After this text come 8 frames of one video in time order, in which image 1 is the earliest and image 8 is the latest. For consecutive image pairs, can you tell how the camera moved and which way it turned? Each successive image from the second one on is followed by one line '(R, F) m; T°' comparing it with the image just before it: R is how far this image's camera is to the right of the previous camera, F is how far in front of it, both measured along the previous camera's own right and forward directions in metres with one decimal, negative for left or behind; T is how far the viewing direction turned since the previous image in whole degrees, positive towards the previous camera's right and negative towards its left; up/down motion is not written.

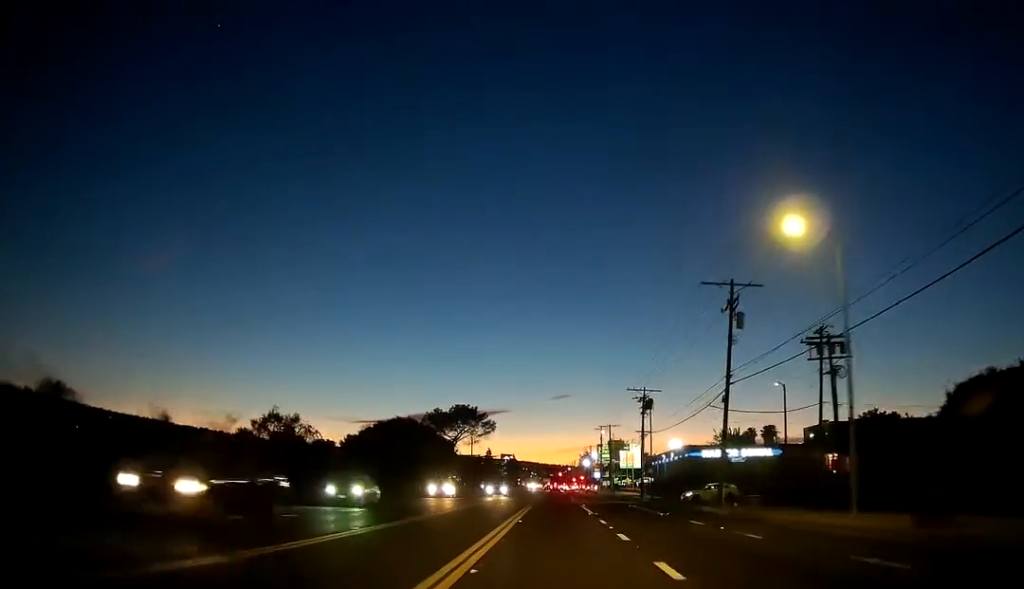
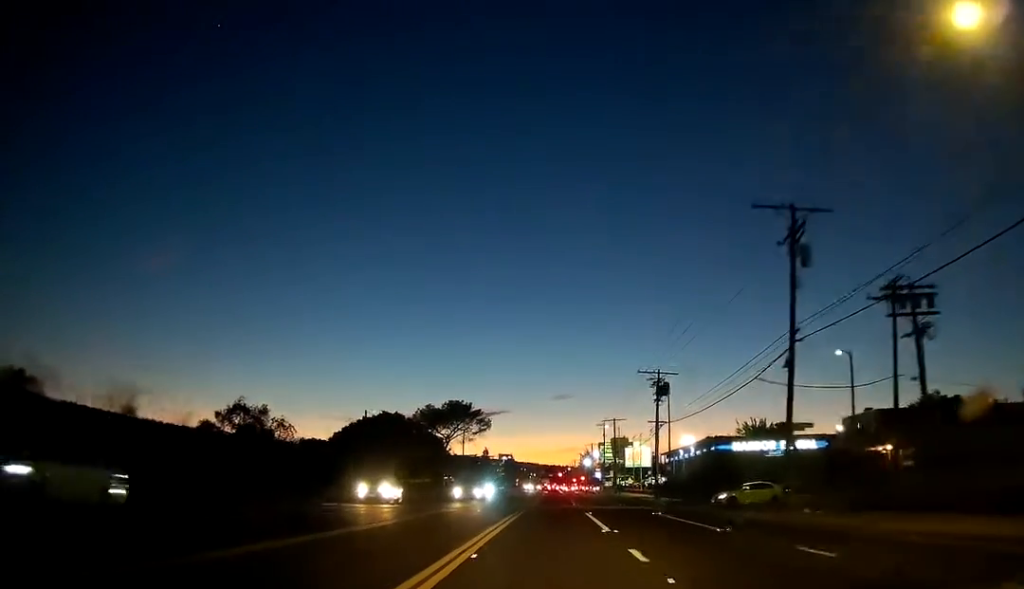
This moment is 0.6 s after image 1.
(0.0, +13.1) m; 0°
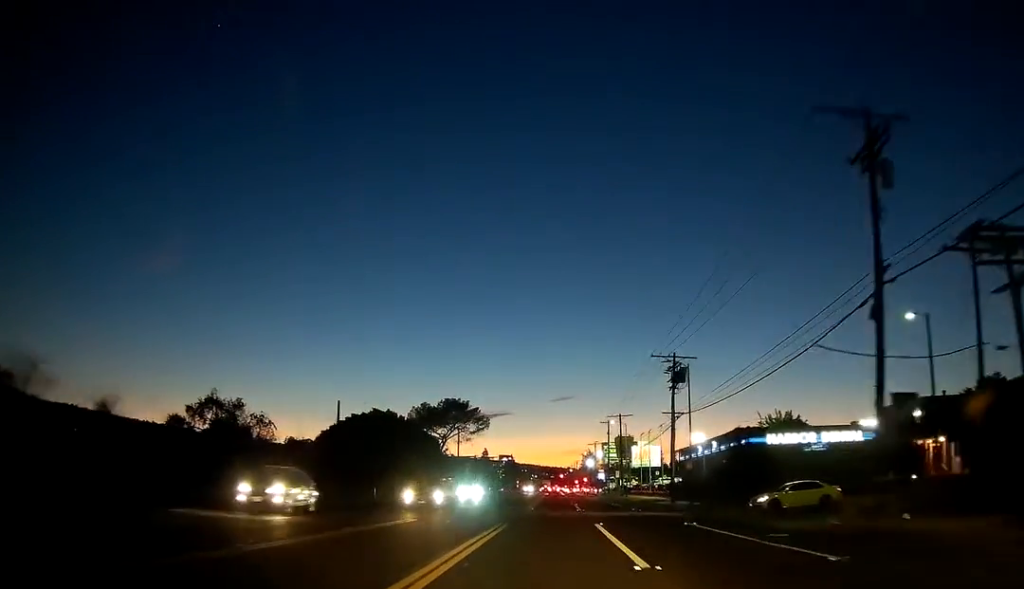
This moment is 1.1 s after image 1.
(0.0, +8.9) m; 0°
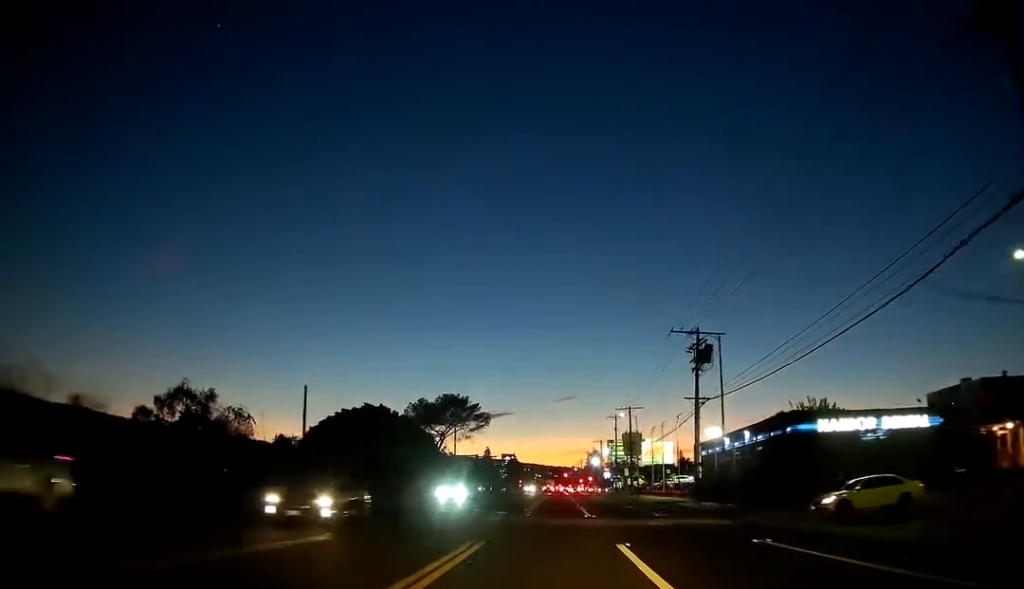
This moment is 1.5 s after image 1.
(0.0, +9.6) m; 0°
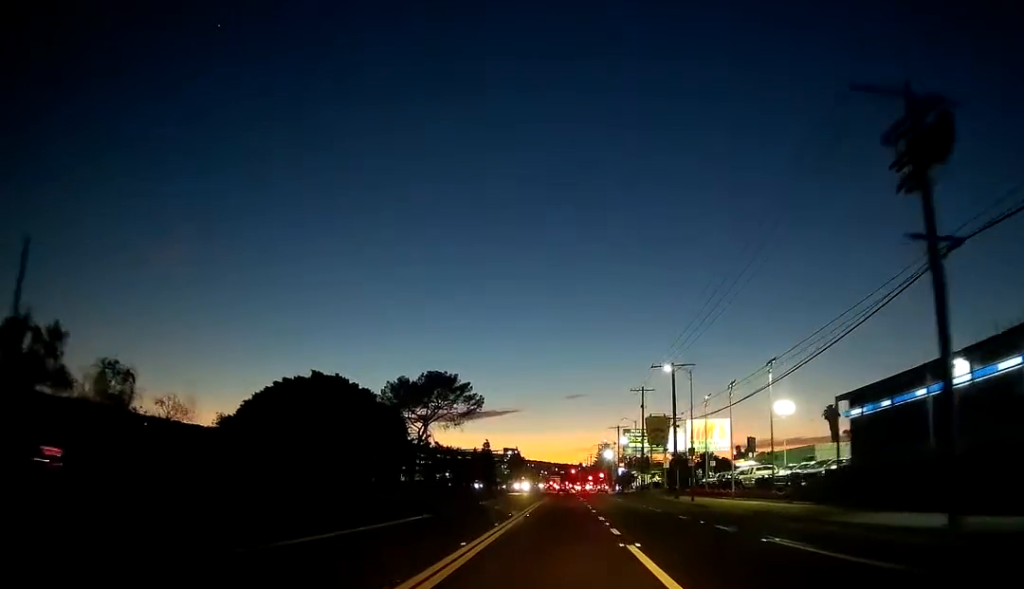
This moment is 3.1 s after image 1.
(+0.1, +32.5) m; 0°
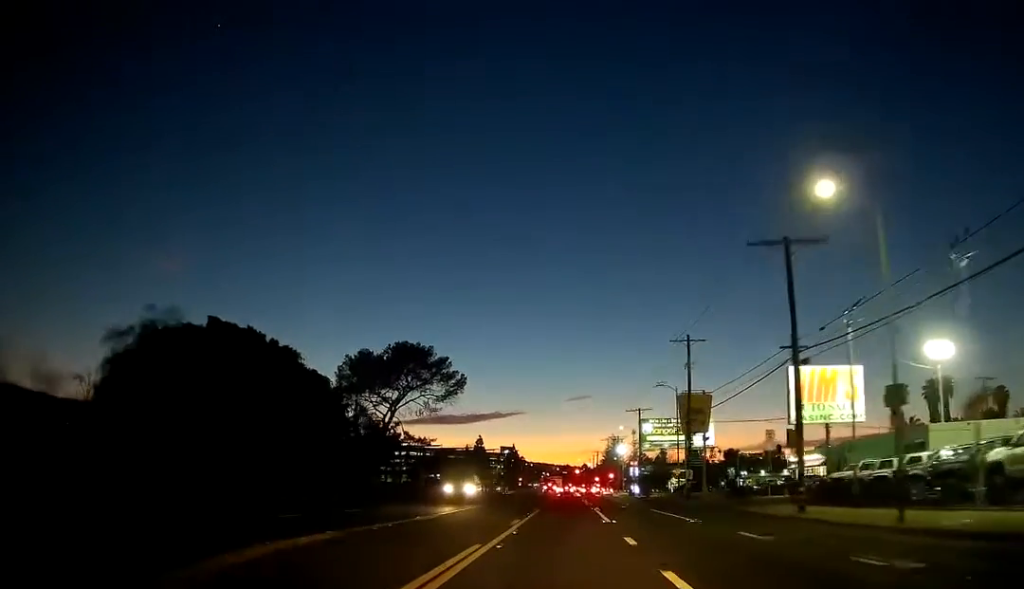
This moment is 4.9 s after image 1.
(-0.1, +34.0) m; 0°
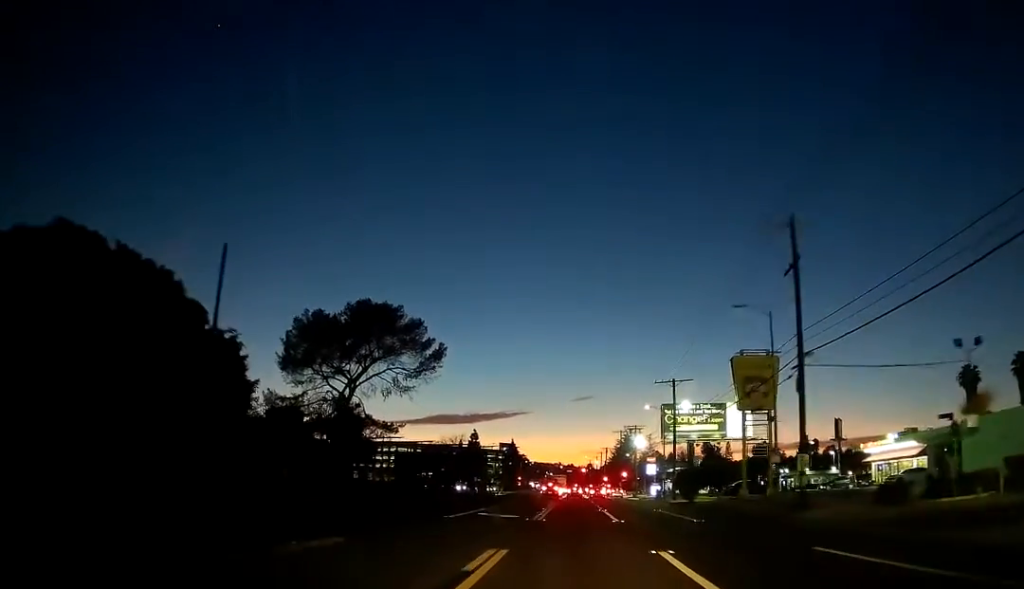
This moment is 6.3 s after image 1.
(+0.1, +27.8) m; 0°
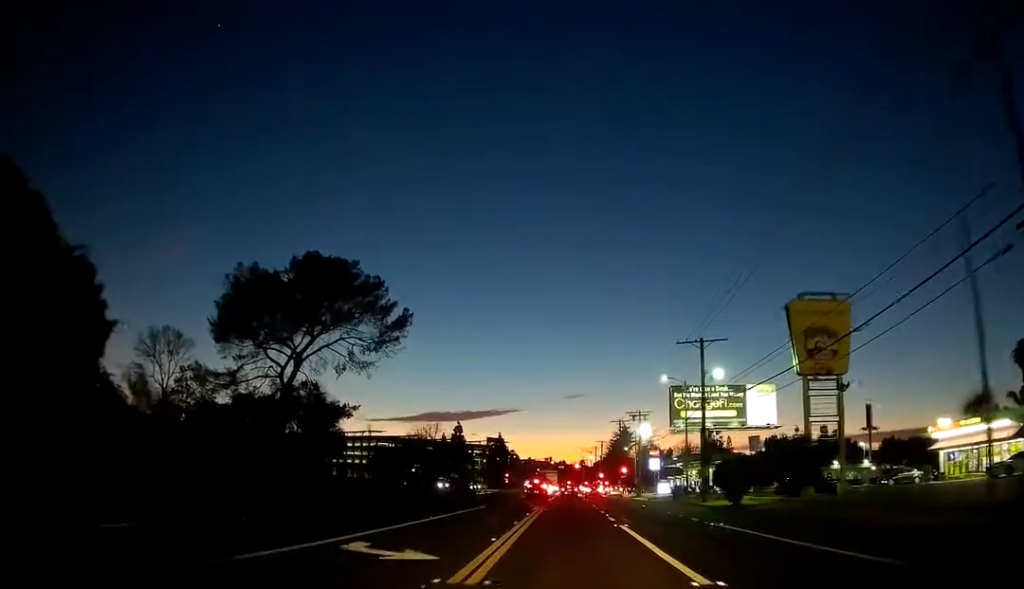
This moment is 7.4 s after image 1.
(-0.2, +19.0) m; 0°
